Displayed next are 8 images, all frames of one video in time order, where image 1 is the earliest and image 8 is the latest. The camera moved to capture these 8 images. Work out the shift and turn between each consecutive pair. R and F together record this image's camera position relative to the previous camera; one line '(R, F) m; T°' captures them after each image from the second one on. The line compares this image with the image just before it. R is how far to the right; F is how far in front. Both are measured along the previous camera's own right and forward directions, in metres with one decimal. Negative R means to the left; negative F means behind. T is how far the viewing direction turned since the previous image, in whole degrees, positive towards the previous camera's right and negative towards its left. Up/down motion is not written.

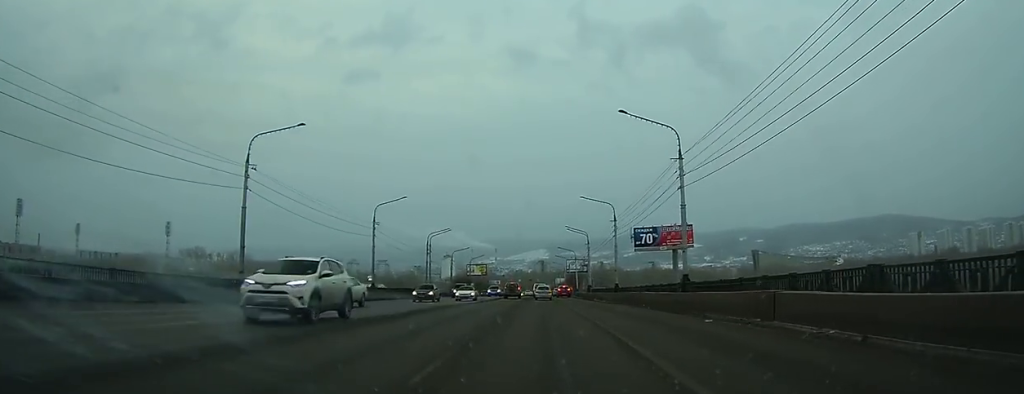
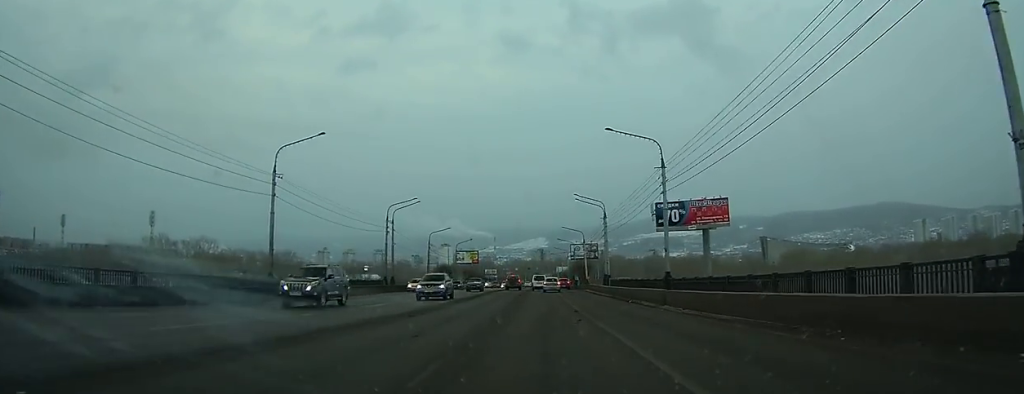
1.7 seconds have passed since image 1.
(0.0, +24.7) m; 0°
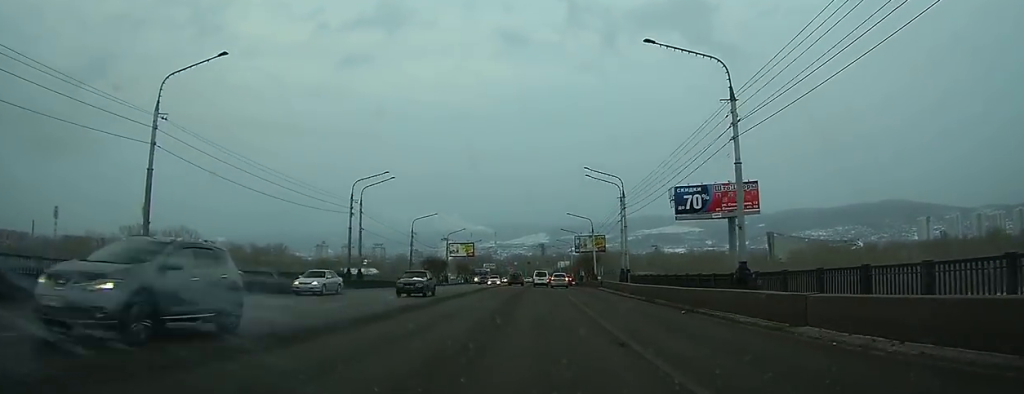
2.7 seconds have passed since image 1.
(-0.1, +13.8) m; 0°
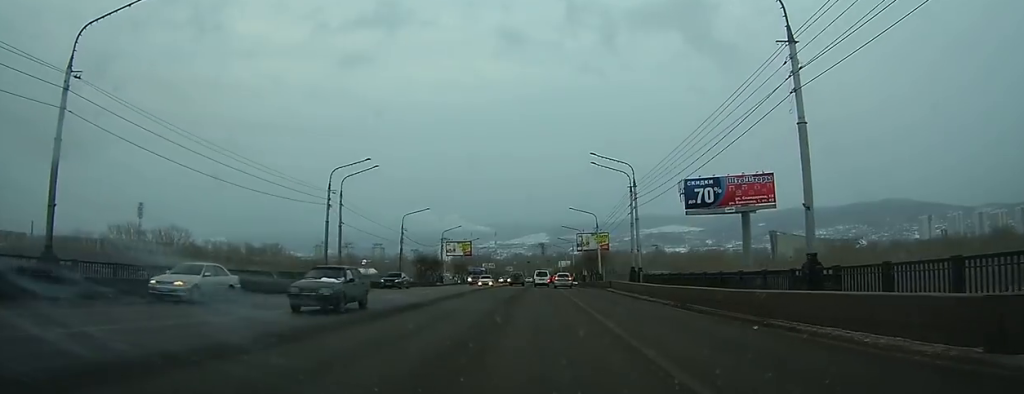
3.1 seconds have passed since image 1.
(0.0, +6.2) m; 0°
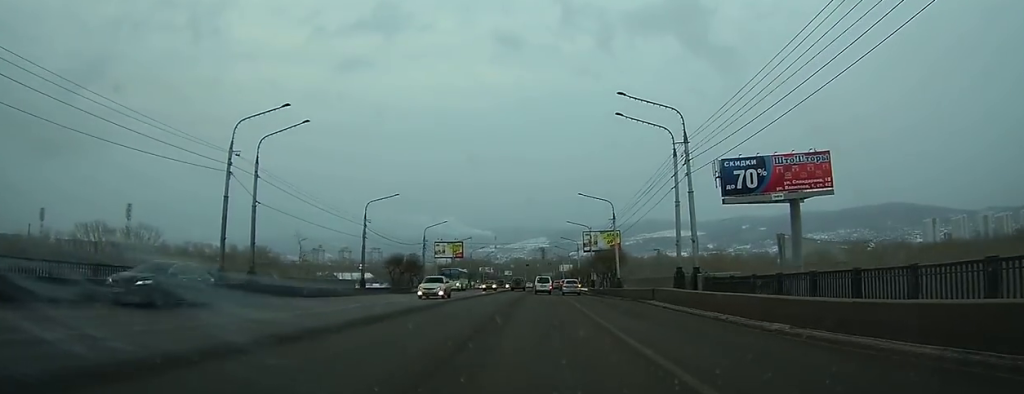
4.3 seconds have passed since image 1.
(0.0, +16.9) m; 0°
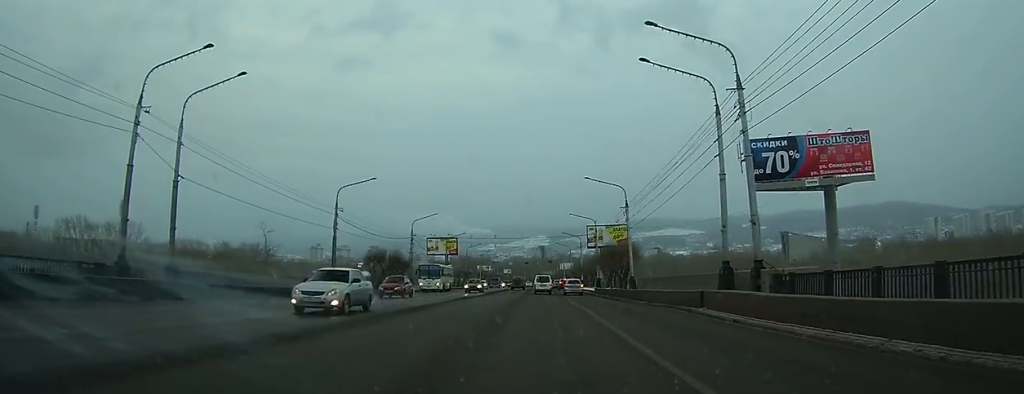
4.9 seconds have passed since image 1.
(0.0, +8.7) m; 0°
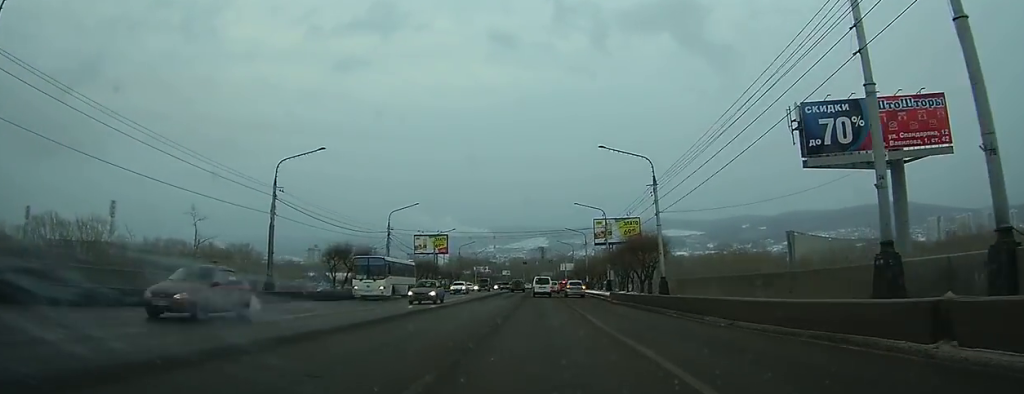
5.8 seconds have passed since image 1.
(+0.1, +12.6) m; 0°
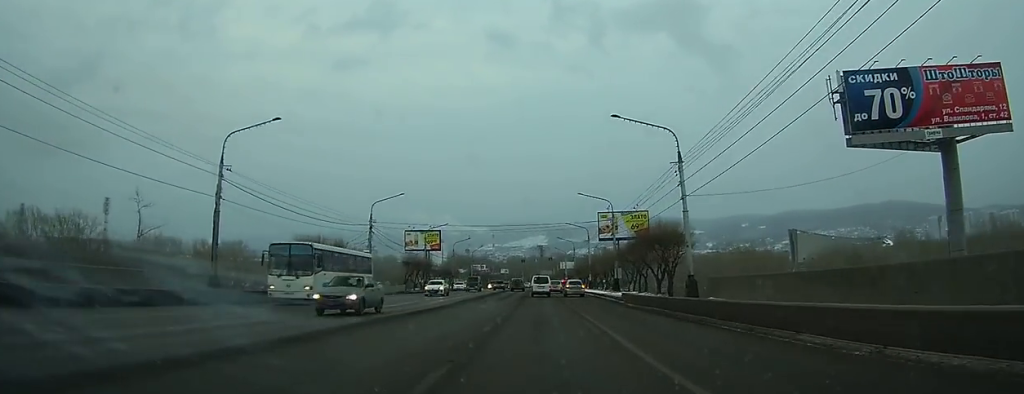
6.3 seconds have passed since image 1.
(0.0, +7.2) m; 0°
